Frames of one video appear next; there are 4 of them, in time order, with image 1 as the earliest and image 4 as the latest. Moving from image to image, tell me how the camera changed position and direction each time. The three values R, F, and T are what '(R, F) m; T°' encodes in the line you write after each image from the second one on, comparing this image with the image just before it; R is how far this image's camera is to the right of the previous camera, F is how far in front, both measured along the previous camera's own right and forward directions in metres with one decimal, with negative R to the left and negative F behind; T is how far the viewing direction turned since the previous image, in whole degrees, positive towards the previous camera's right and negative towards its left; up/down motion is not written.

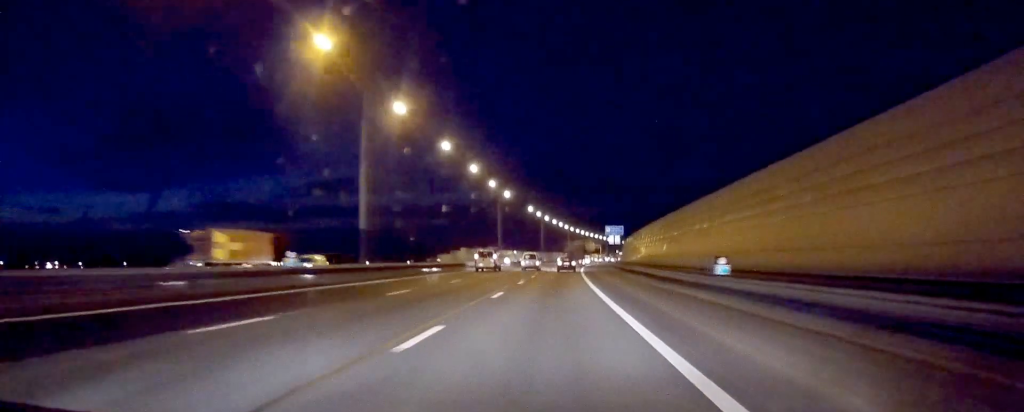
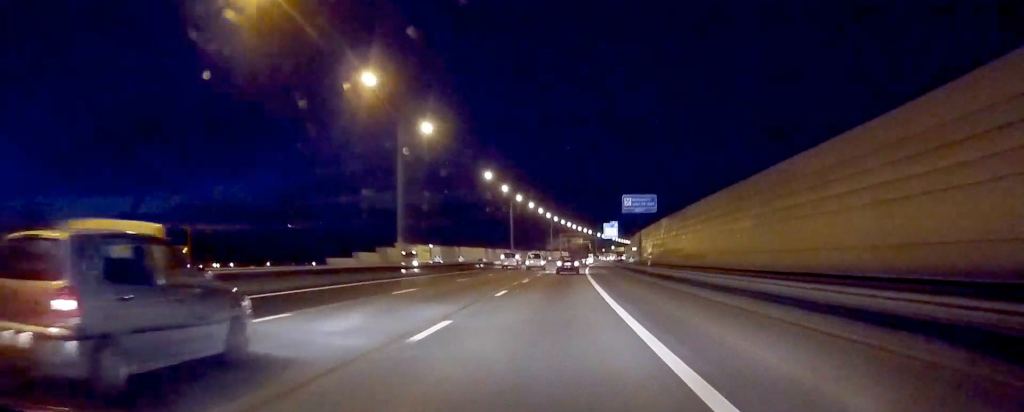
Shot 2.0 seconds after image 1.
(+1.0, +59.0) m; +1°
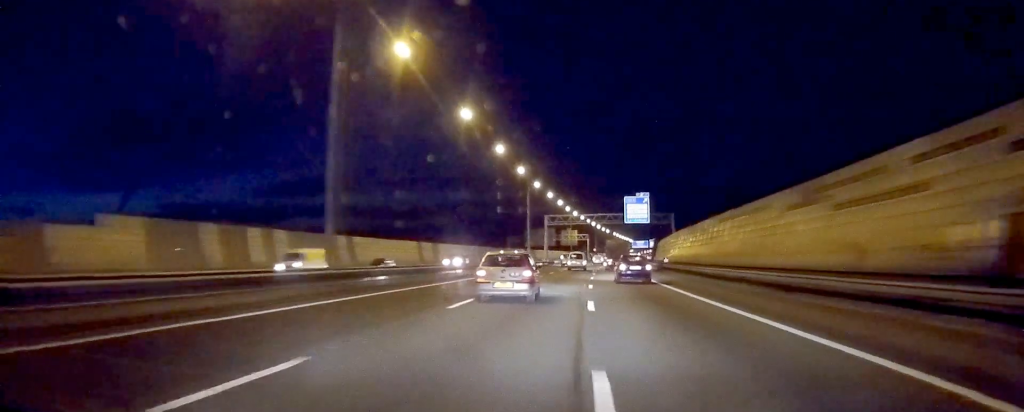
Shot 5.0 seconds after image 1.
(+0.1, +89.4) m; 0°
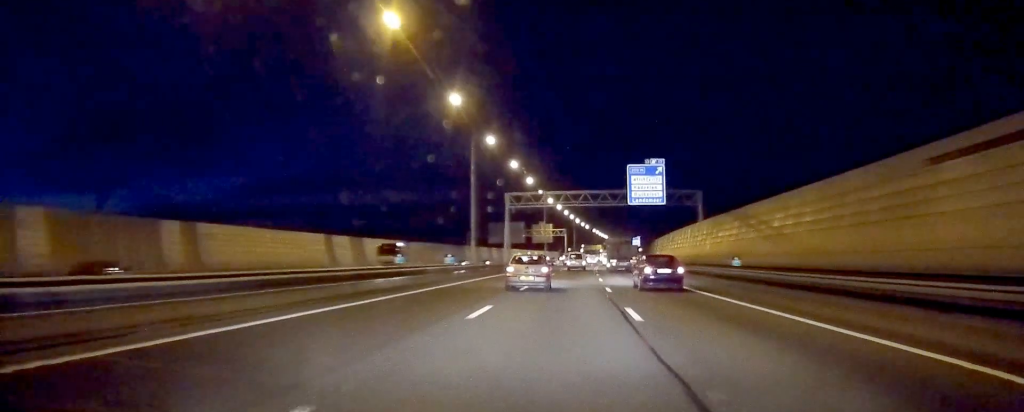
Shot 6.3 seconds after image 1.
(0.0, +38.8) m; 0°
